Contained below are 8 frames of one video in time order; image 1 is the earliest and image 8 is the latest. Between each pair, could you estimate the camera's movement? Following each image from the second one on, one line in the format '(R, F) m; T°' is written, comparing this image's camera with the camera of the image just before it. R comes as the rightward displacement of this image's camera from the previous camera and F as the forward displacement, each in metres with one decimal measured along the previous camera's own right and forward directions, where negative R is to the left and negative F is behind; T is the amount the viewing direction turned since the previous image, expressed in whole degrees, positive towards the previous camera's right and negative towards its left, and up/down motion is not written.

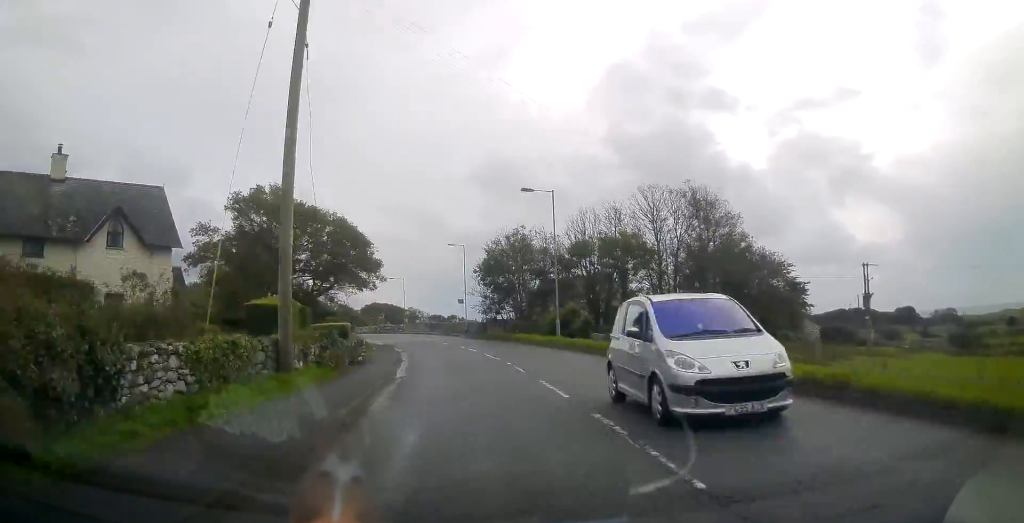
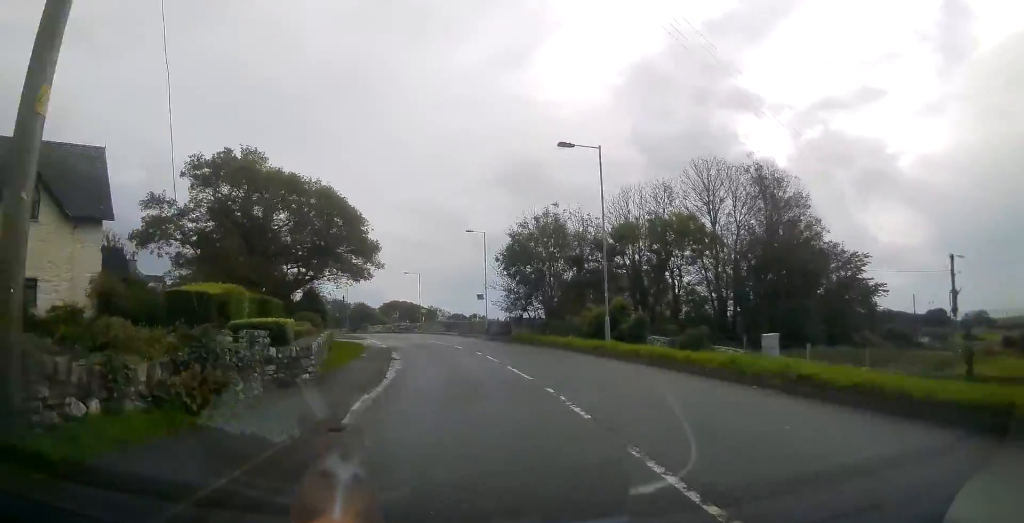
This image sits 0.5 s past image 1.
(+0.1, +8.4) m; 0°
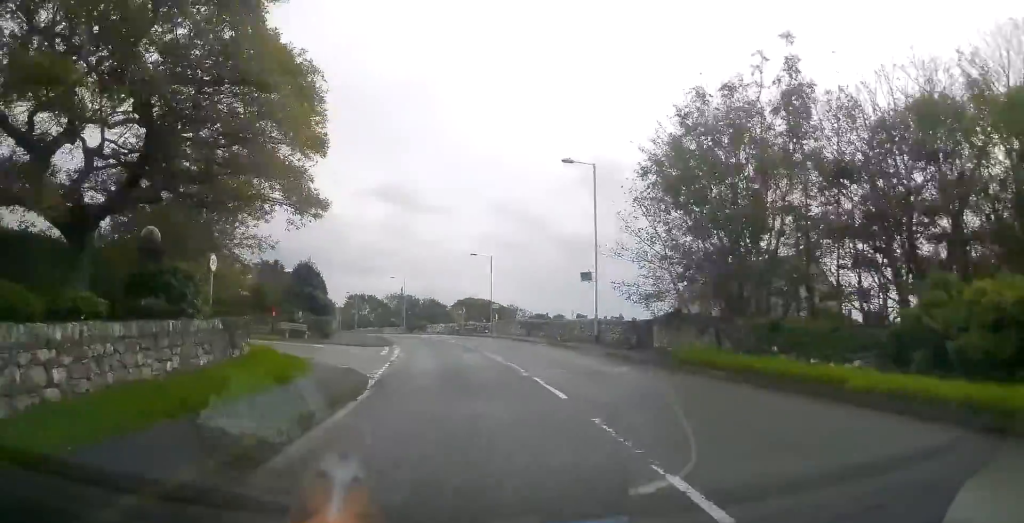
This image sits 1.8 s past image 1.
(-0.5, +22.3) m; -5°
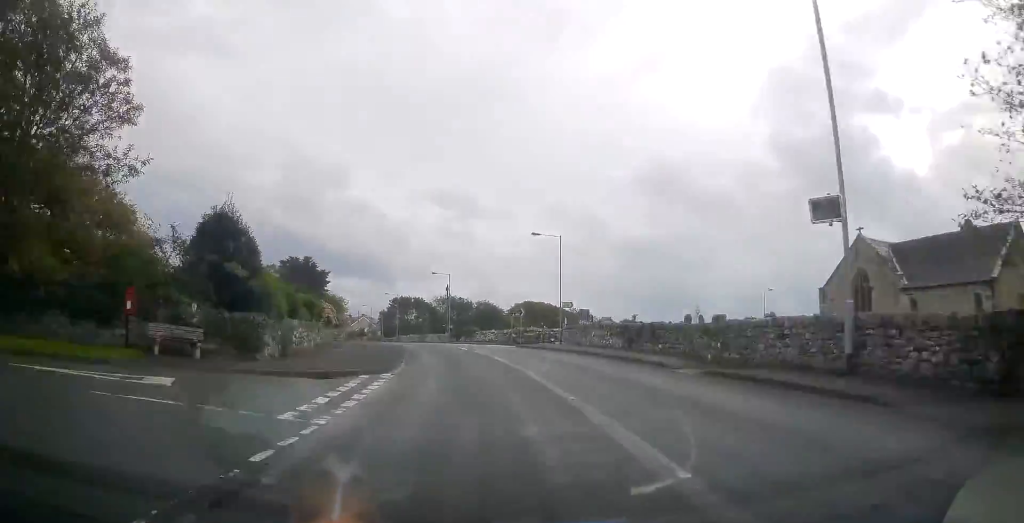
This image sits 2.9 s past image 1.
(-0.8, +17.3) m; -5°
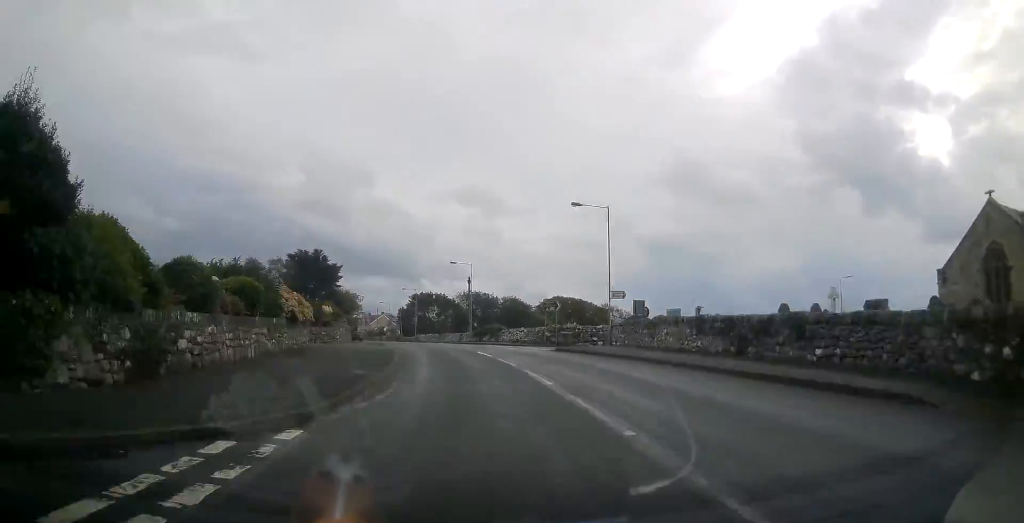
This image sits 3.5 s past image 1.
(-0.3, +10.1) m; -3°
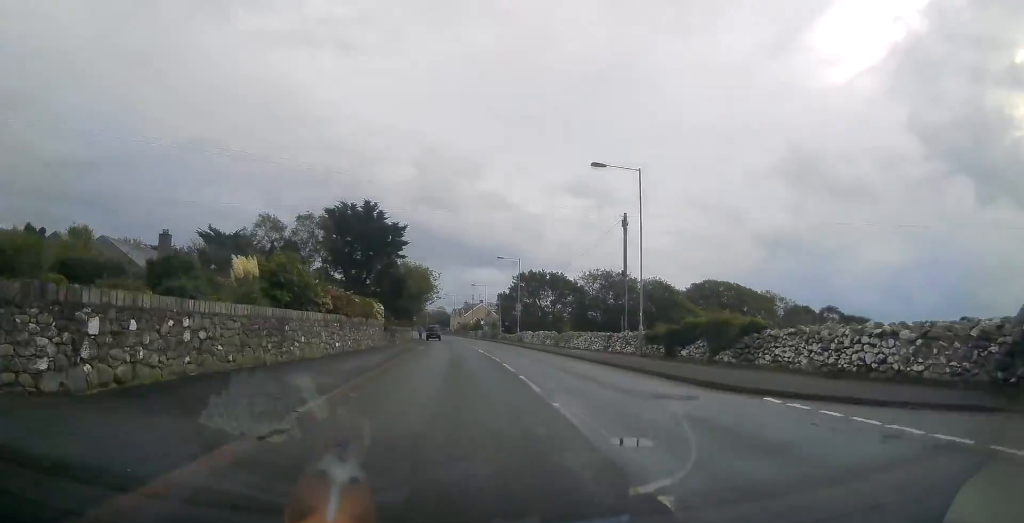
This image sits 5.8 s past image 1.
(-3.7, +38.4) m; -10°
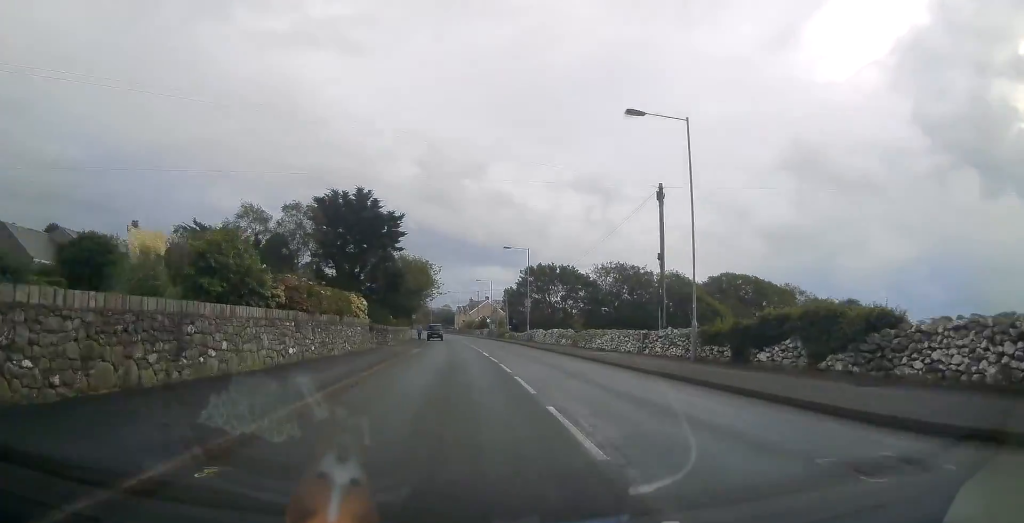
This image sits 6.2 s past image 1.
(0.0, +6.5) m; -1°
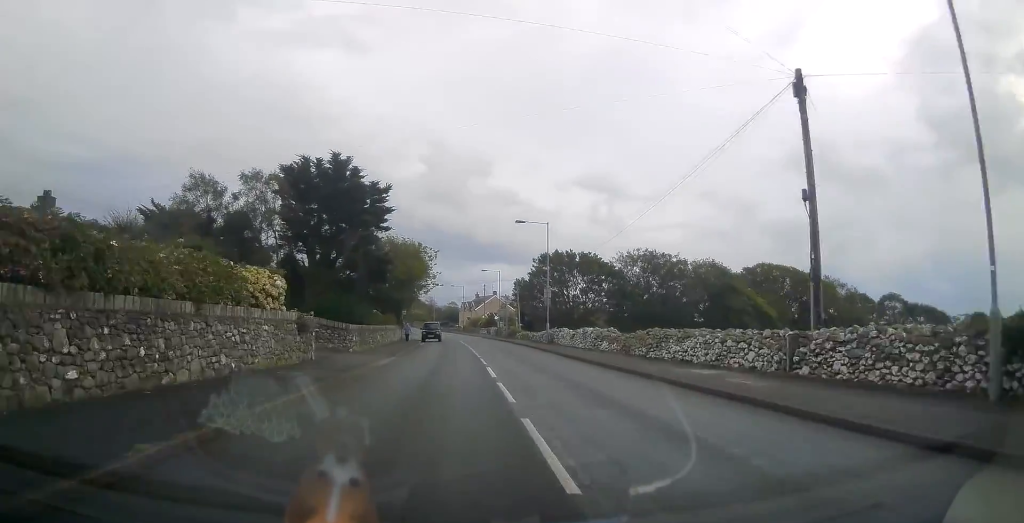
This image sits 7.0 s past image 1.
(-0.3, +13.1) m; -2°
